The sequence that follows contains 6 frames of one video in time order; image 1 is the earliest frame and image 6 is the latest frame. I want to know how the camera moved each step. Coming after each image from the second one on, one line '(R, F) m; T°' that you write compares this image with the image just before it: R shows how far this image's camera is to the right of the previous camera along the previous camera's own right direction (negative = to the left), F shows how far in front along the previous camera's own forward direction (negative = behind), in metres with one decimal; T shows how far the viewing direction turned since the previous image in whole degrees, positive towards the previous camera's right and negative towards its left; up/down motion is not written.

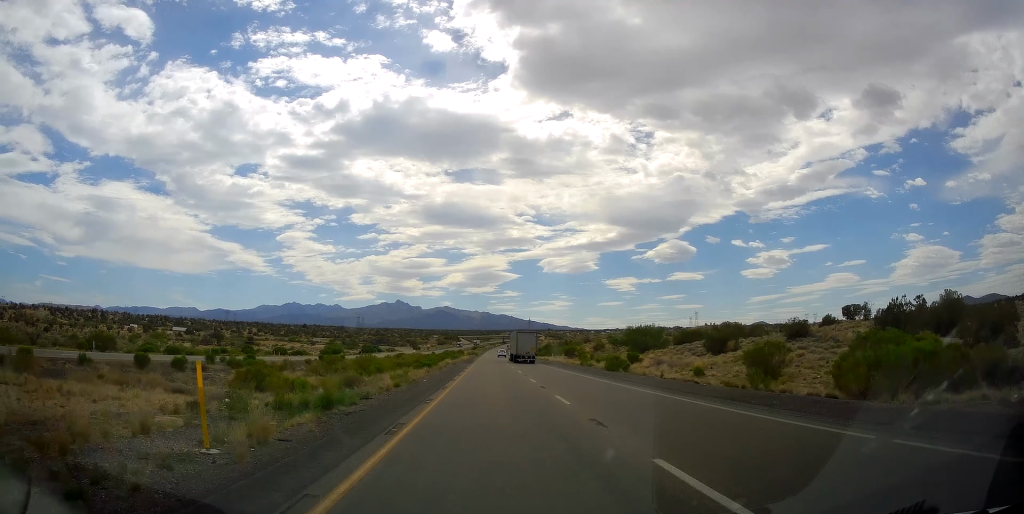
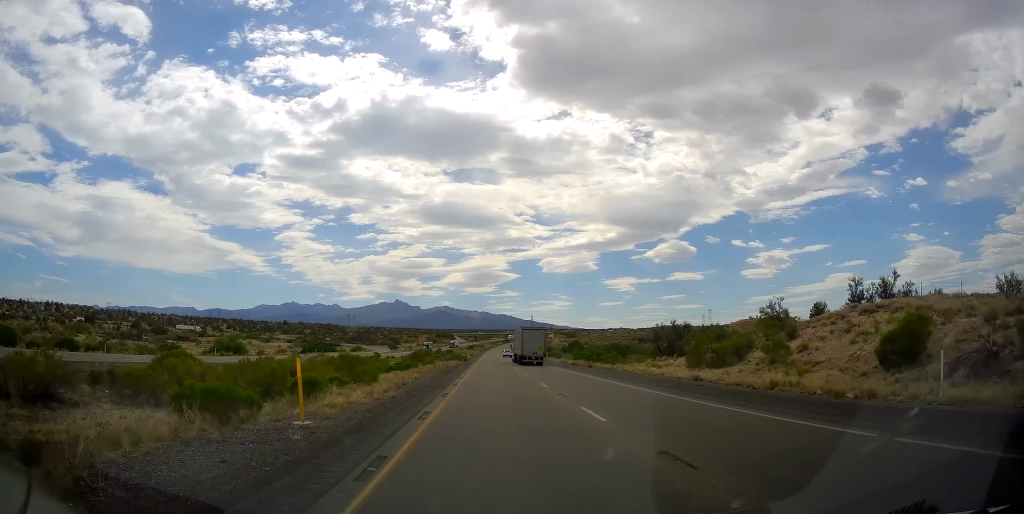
(-0.2, +82.1) m; 0°
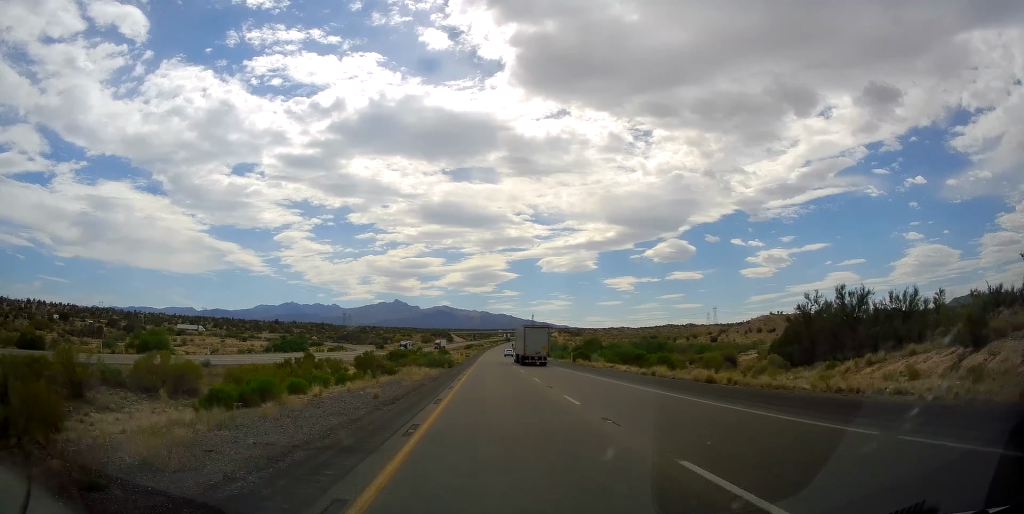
(0.0, +27.1) m; 0°
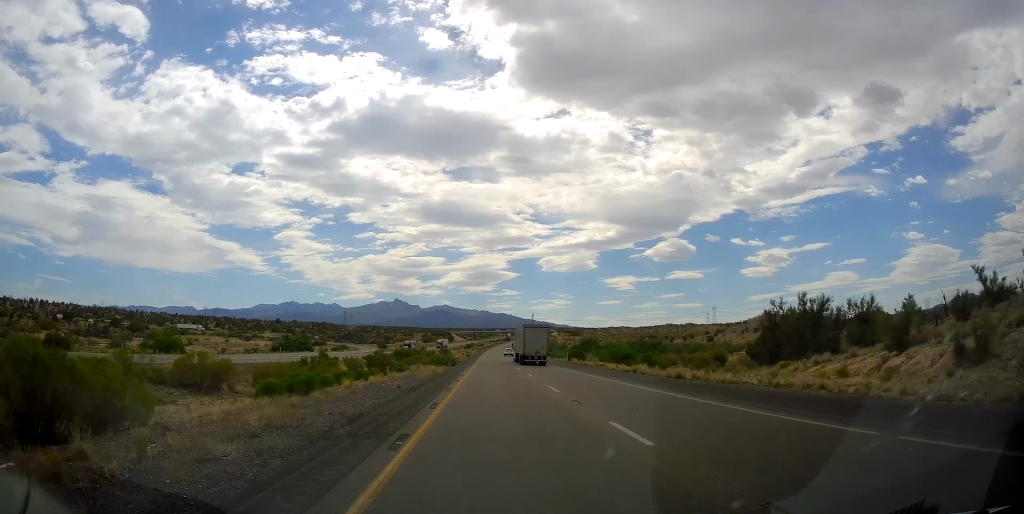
(0.0, +24.4) m; 0°
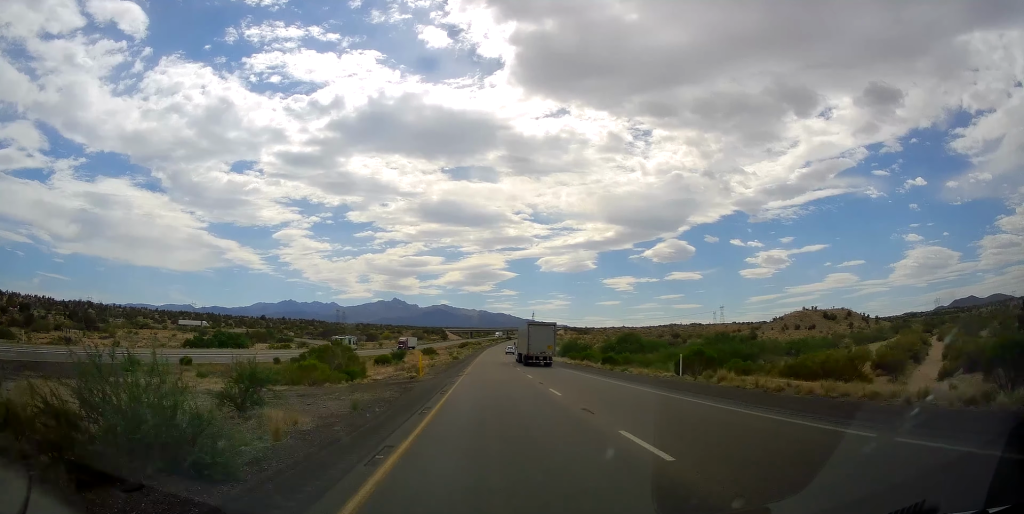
(0.0, +42.7) m; 0°
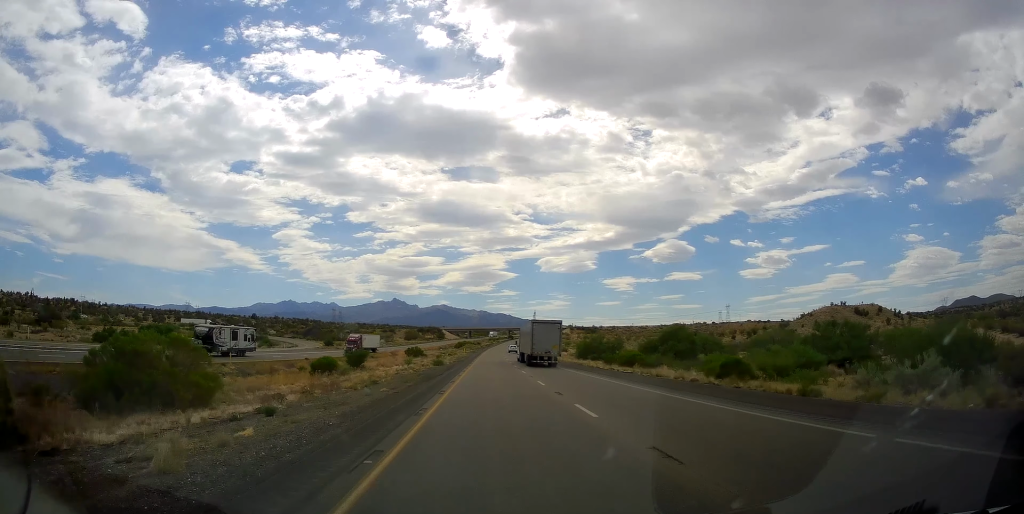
(-0.1, +28.7) m; -1°
